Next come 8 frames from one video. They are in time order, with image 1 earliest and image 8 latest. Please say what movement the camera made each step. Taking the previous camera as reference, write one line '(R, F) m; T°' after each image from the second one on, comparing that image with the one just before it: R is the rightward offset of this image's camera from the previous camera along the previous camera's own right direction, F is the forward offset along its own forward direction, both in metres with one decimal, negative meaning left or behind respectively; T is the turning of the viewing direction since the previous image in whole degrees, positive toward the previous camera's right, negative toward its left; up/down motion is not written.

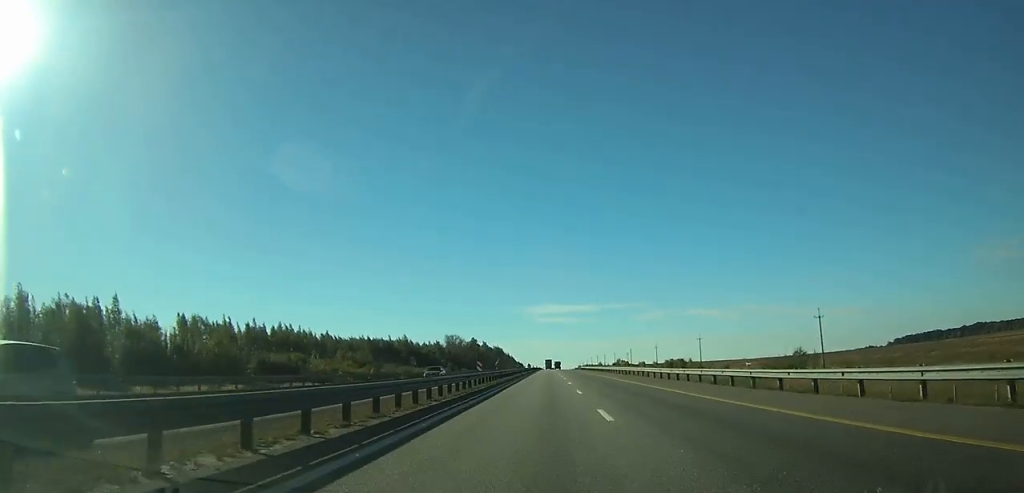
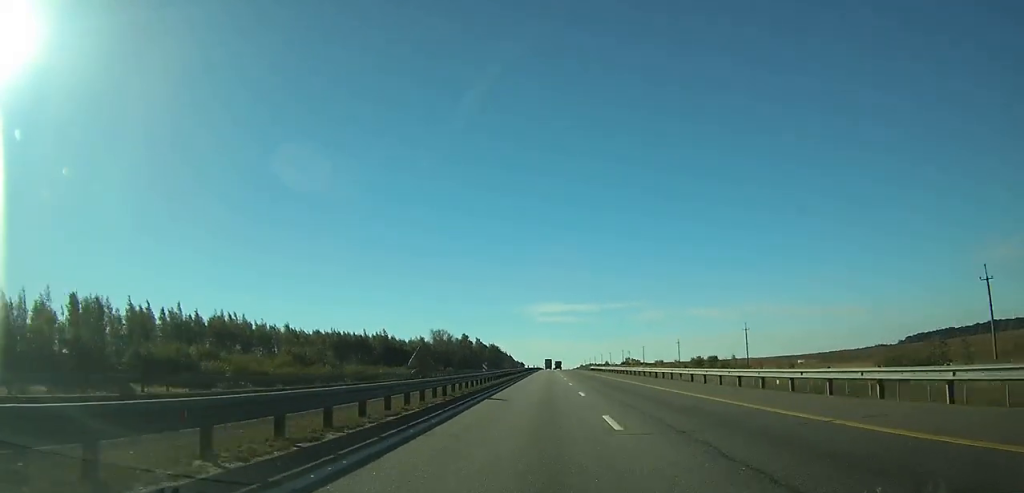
(-0.1, +36.4) m; 0°
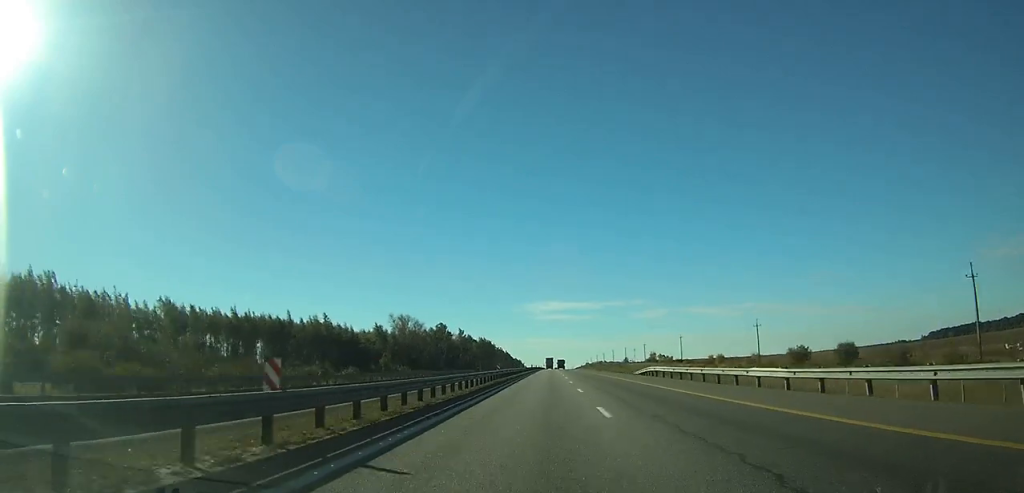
(-0.2, +66.8) m; 0°
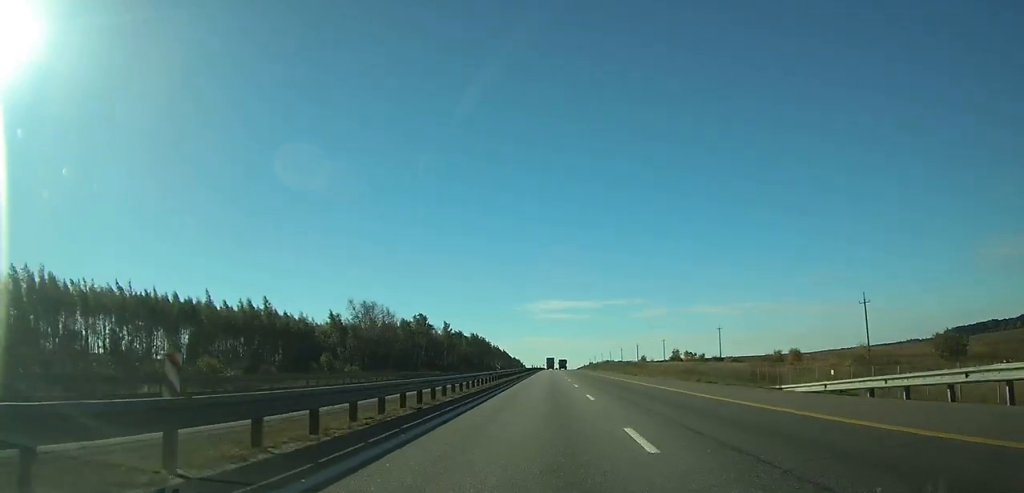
(+0.1, +38.9) m; 0°
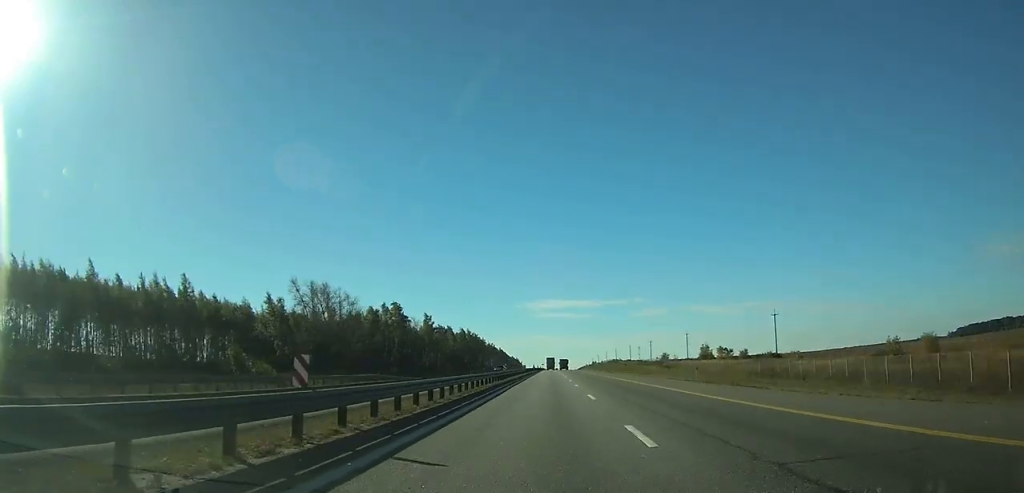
(0.0, +33.3) m; 0°
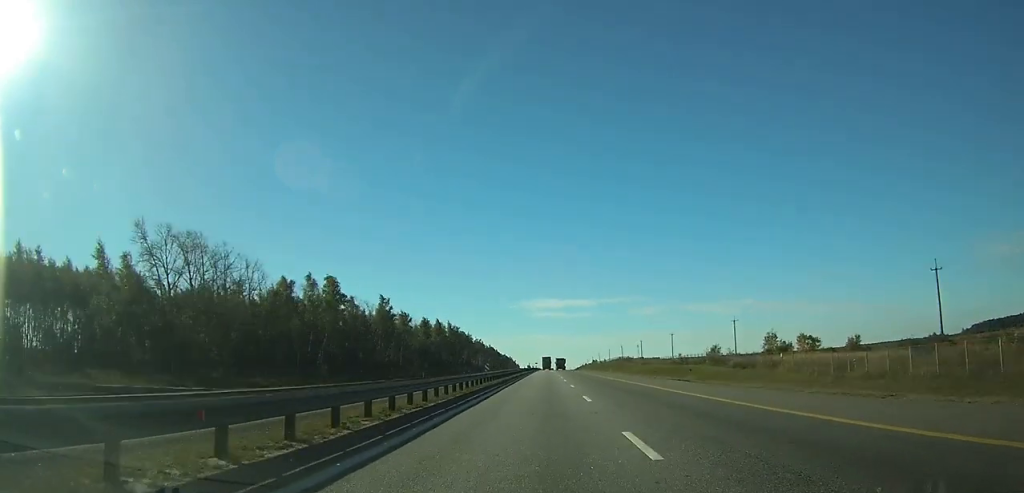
(0.0, +45.3) m; 0°
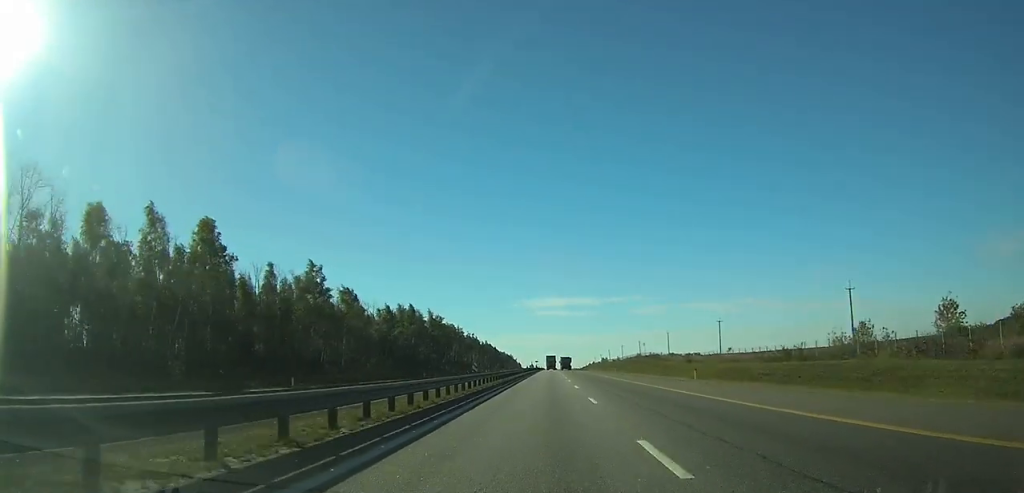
(0.0, +46.1) m; 0°
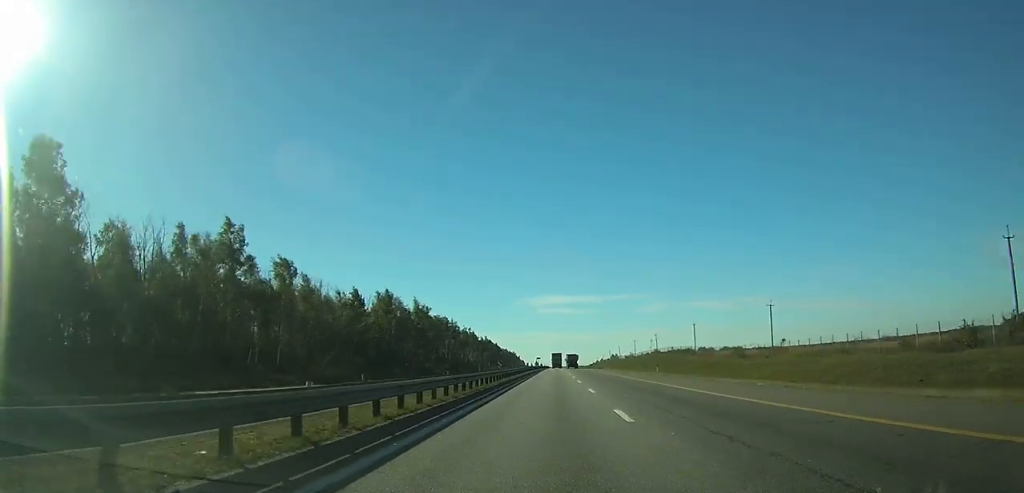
(-0.1, +31.0) m; 0°
